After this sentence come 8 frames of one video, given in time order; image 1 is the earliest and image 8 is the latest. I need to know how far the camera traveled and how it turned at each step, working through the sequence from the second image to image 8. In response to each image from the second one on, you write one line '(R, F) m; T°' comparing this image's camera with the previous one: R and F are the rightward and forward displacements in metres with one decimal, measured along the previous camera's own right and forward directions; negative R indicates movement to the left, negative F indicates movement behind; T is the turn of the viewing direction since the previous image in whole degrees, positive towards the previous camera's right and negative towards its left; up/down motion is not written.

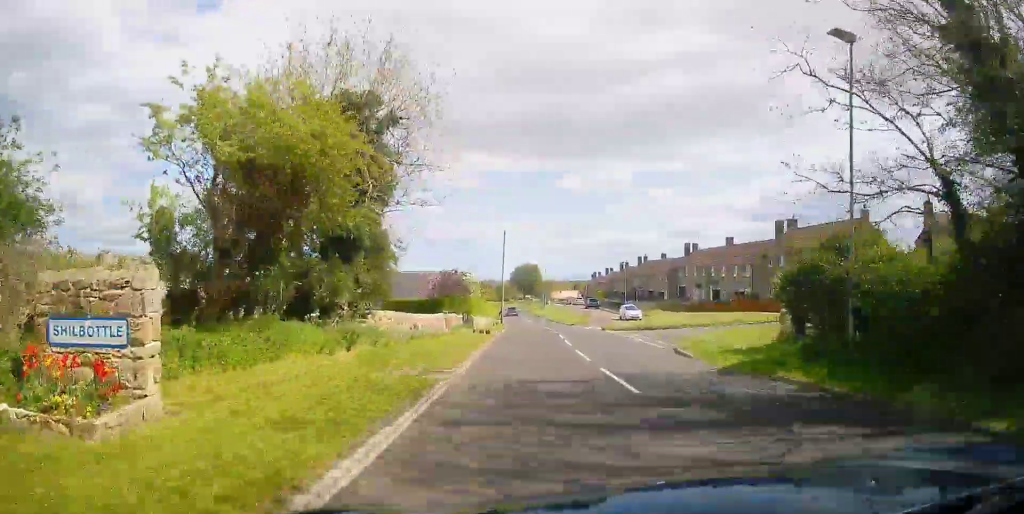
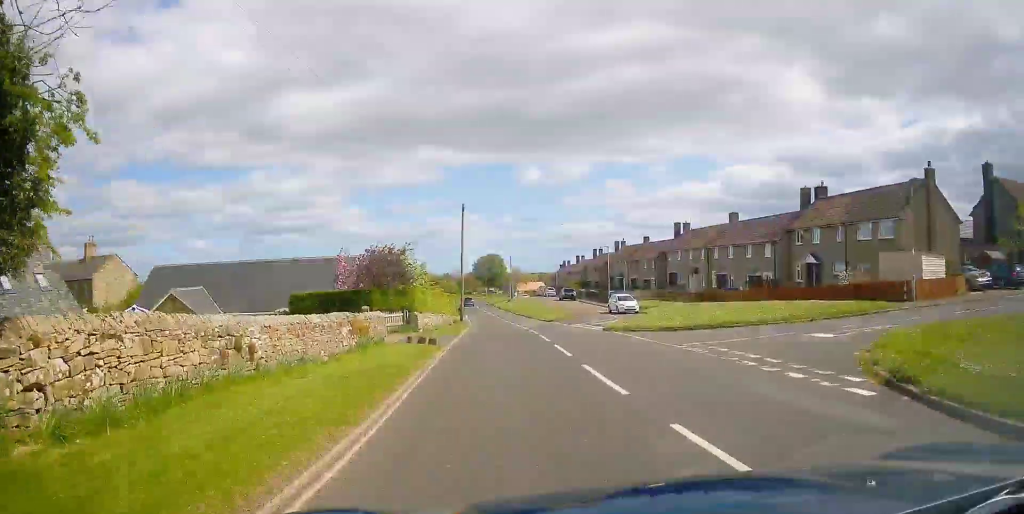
(+0.7, +11.2) m; +3°
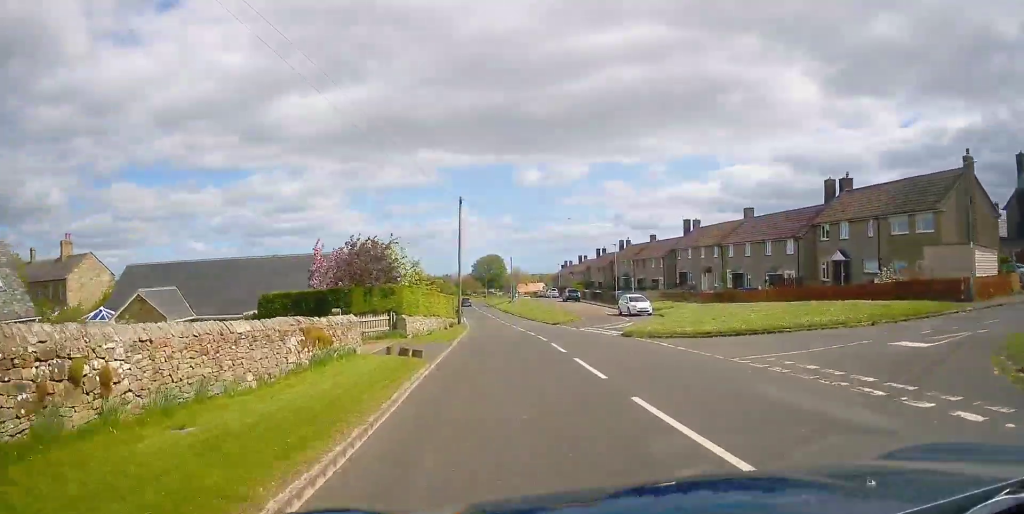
(-0.2, +3.9) m; 0°
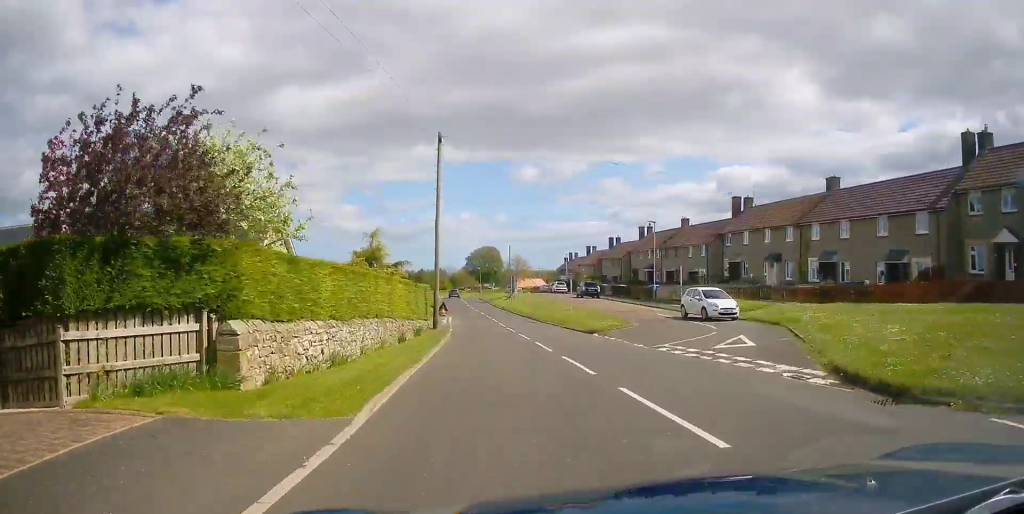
(+0.3, +15.4) m; +4°
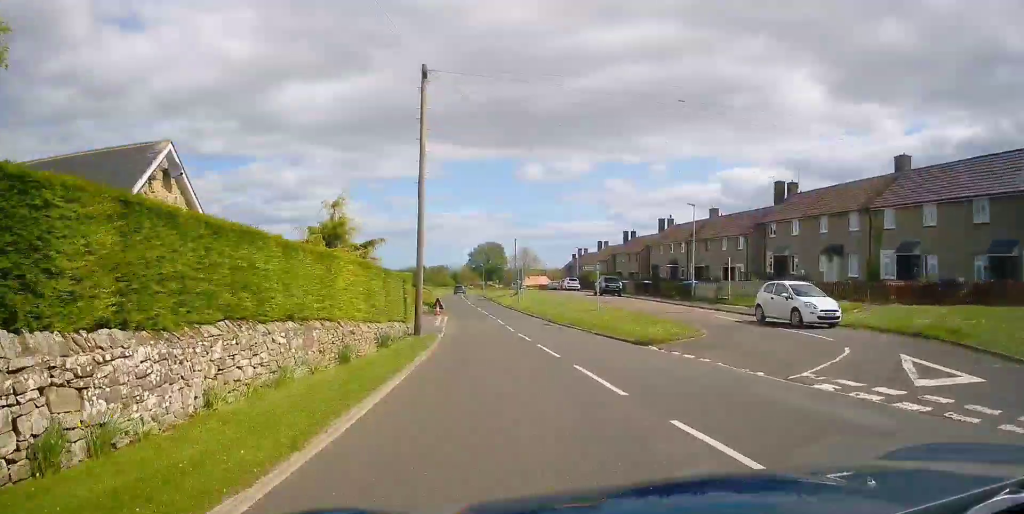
(+0.2, +7.8) m; 0°
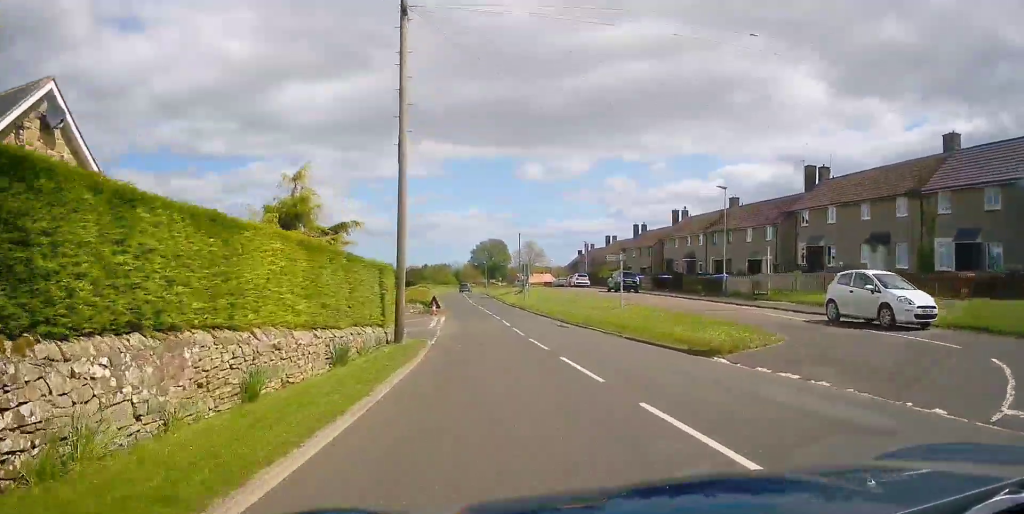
(-0.1, +4.7) m; -1°
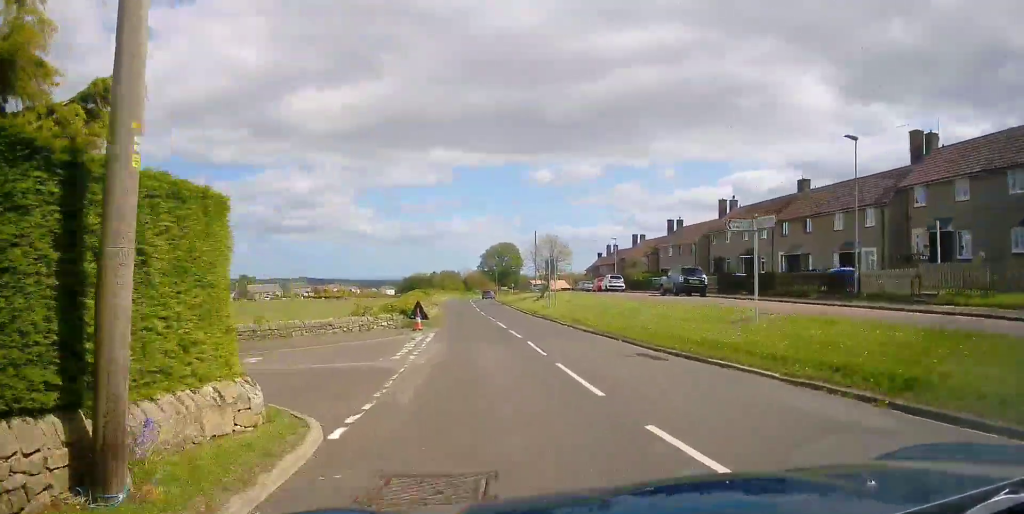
(-0.1, +11.7) m; -1°
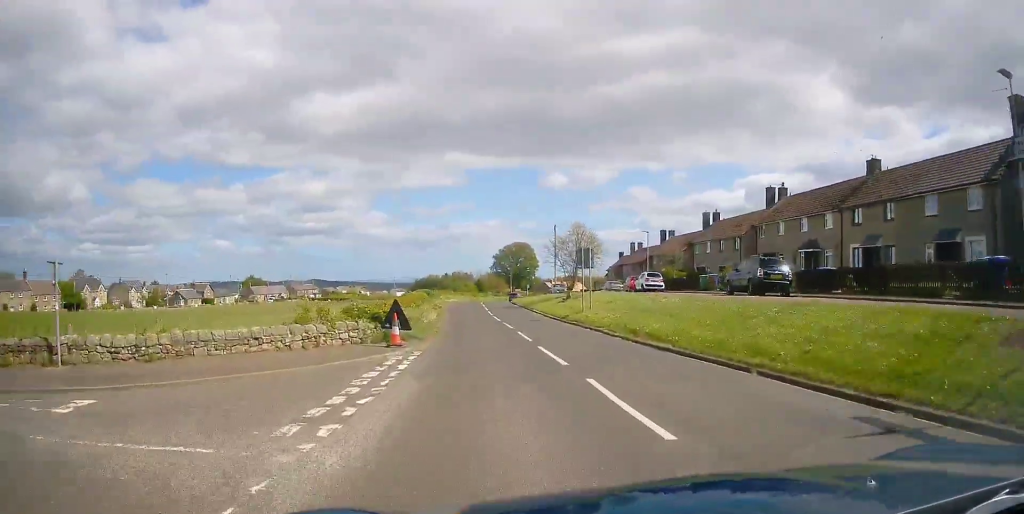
(-0.1, +8.0) m; -1°
